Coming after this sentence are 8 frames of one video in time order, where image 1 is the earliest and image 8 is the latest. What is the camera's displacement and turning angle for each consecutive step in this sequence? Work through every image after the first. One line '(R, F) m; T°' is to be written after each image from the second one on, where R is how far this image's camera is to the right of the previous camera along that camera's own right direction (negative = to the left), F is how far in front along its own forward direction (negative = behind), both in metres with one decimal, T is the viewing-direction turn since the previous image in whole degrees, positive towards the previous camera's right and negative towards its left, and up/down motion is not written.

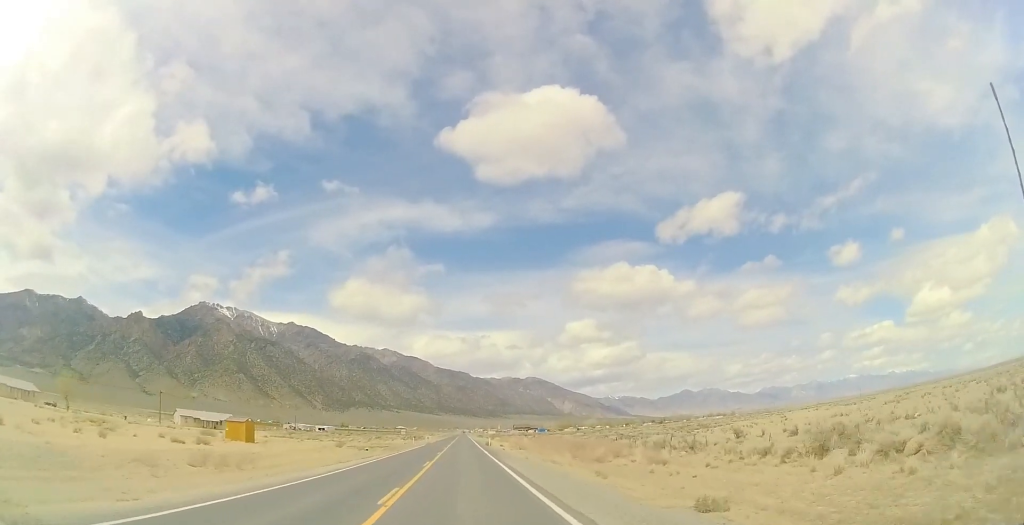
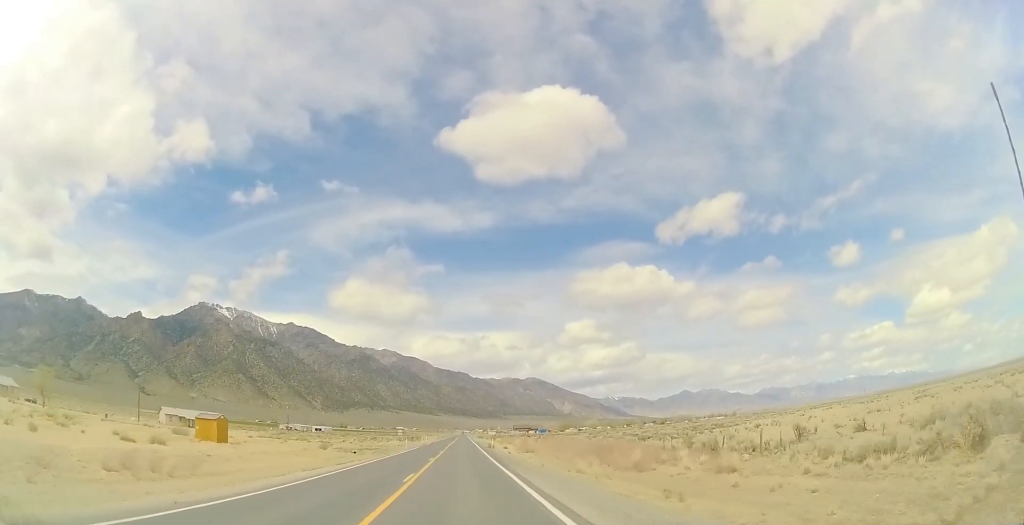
(+0.1, +7.9) m; 0°
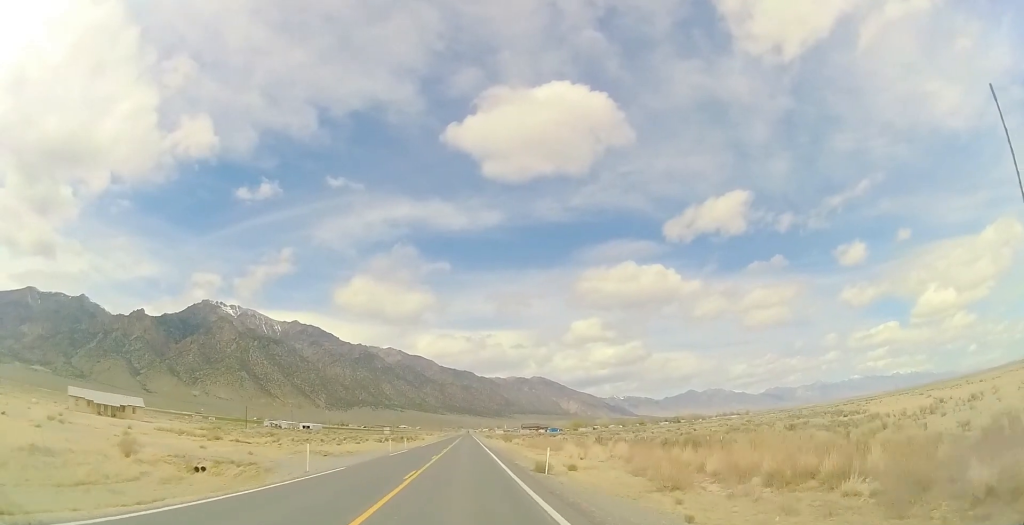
(-0.6, +40.7) m; -2°
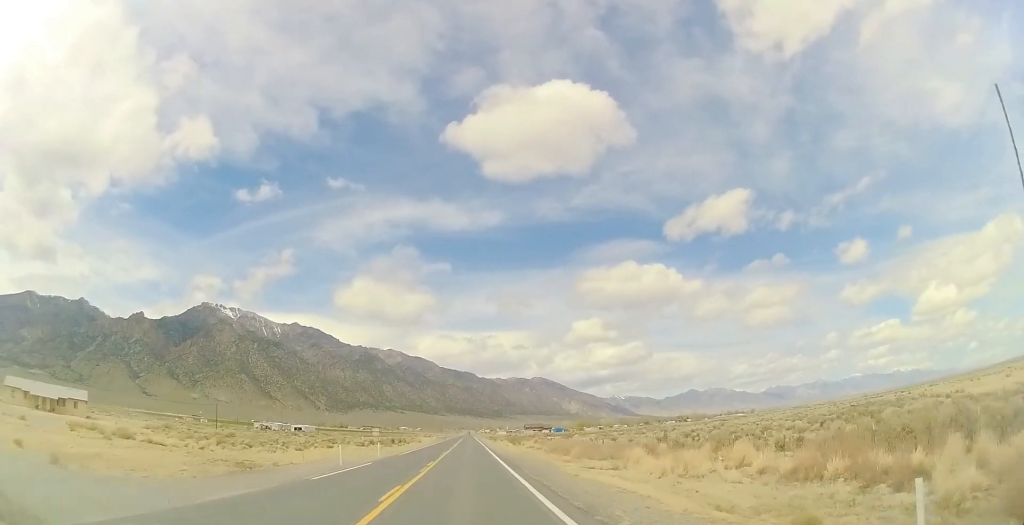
(-0.4, +19.3) m; 0°
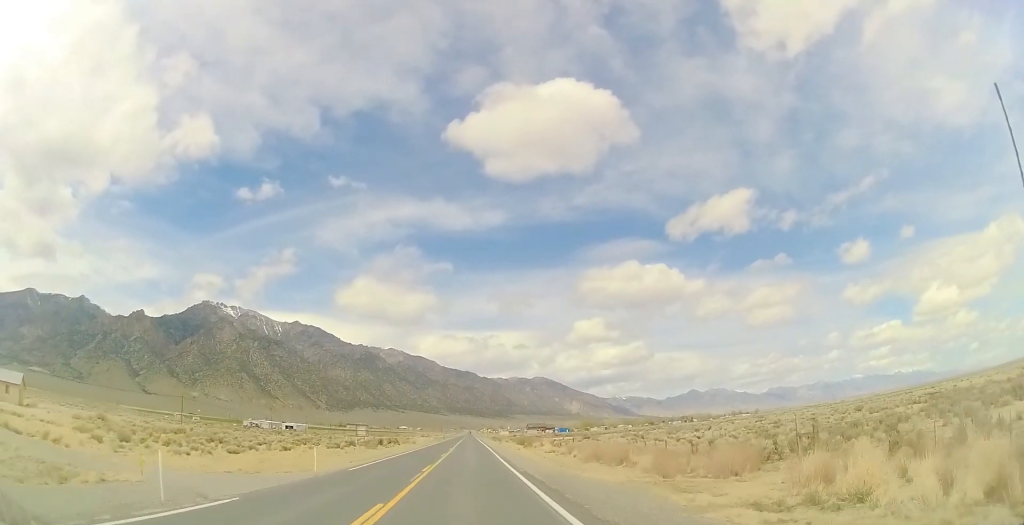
(+0.3, +17.7) m; +1°
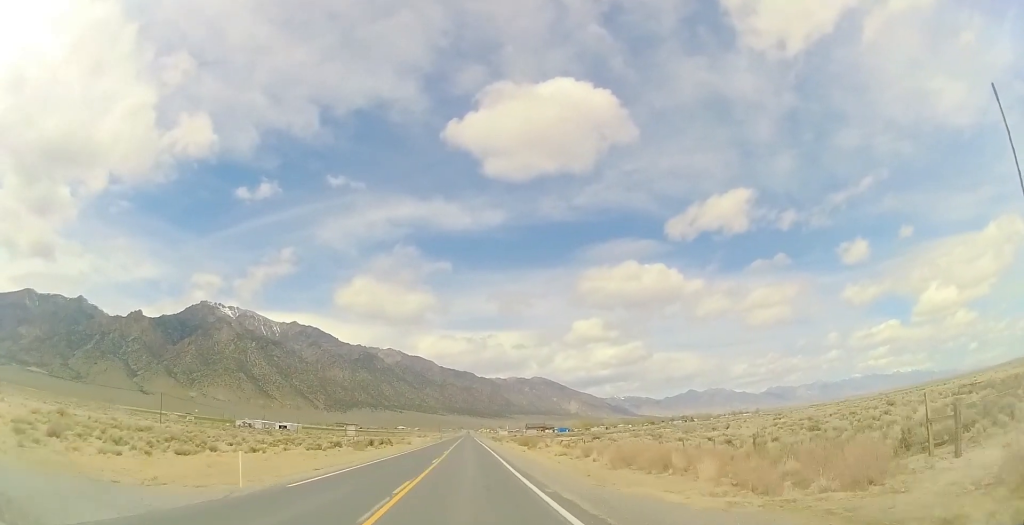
(0.0, +8.1) m; 0°
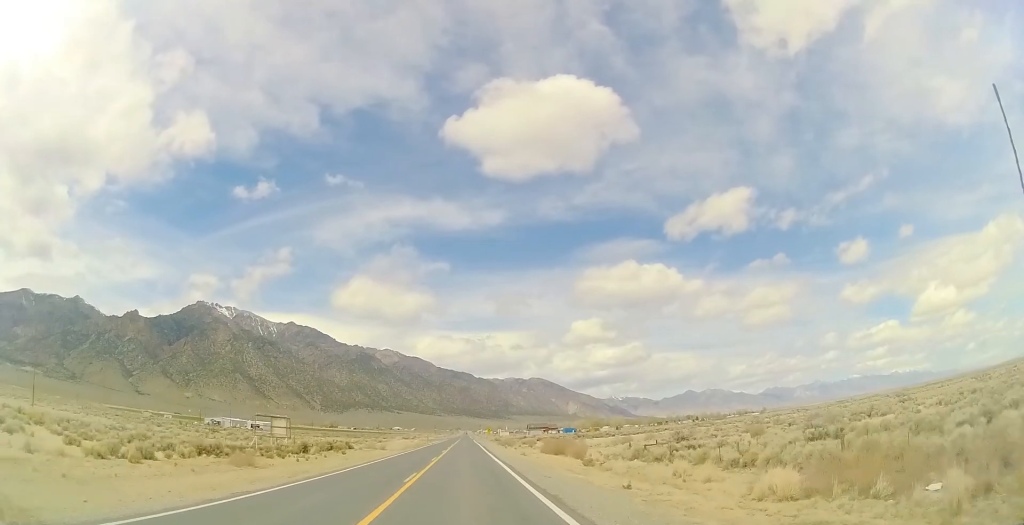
(0.0, +38.2) m; 0°
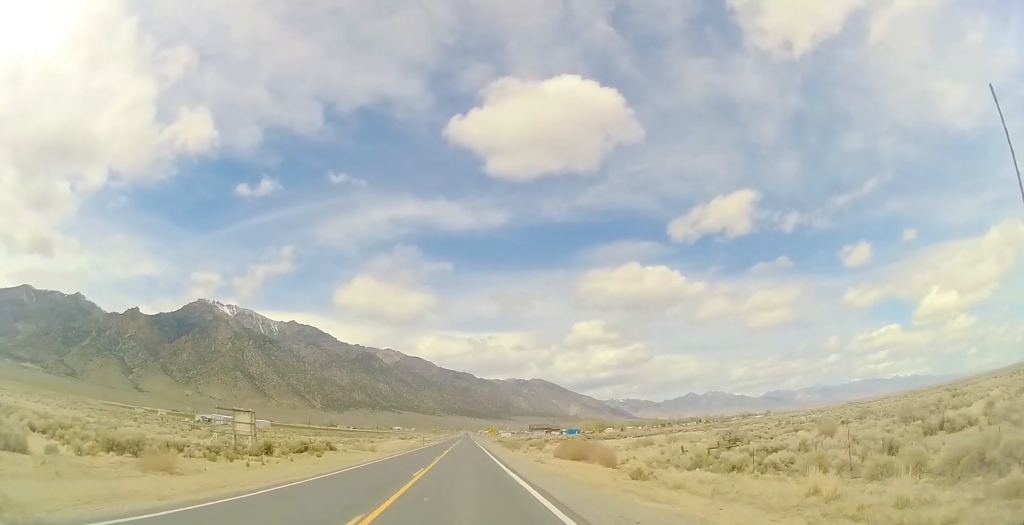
(0.0, +11.0) m; 0°
